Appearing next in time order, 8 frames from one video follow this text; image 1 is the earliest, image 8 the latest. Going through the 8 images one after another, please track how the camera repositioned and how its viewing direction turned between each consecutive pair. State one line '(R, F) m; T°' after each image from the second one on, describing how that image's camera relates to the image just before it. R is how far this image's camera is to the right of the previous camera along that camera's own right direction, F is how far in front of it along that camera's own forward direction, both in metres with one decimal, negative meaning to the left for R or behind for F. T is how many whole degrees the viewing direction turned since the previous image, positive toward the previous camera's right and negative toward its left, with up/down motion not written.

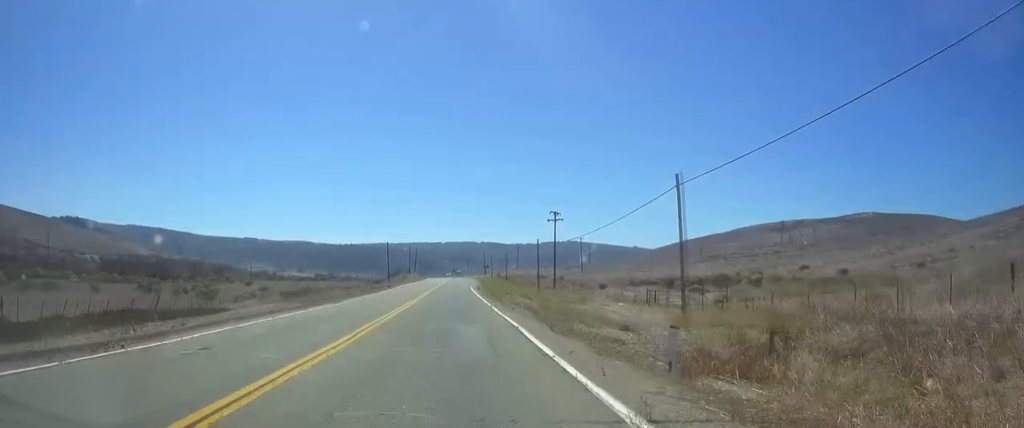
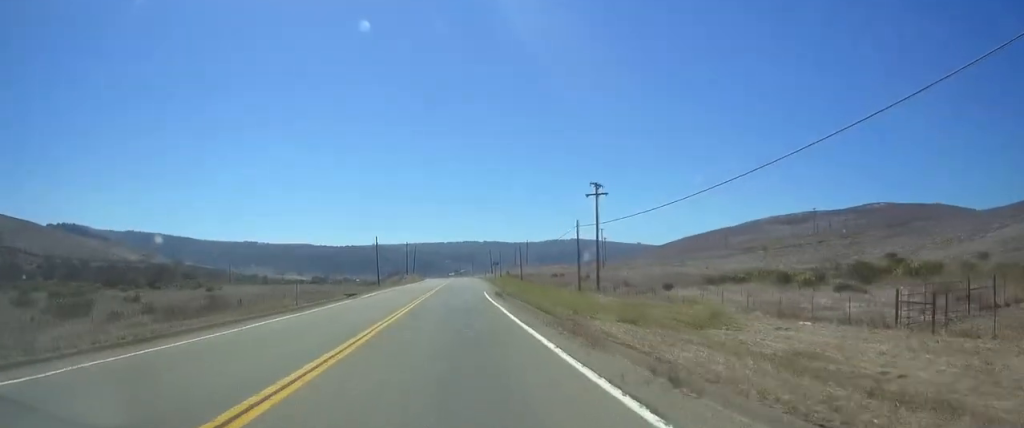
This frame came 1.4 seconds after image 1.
(+0.5, +30.0) m; +1°
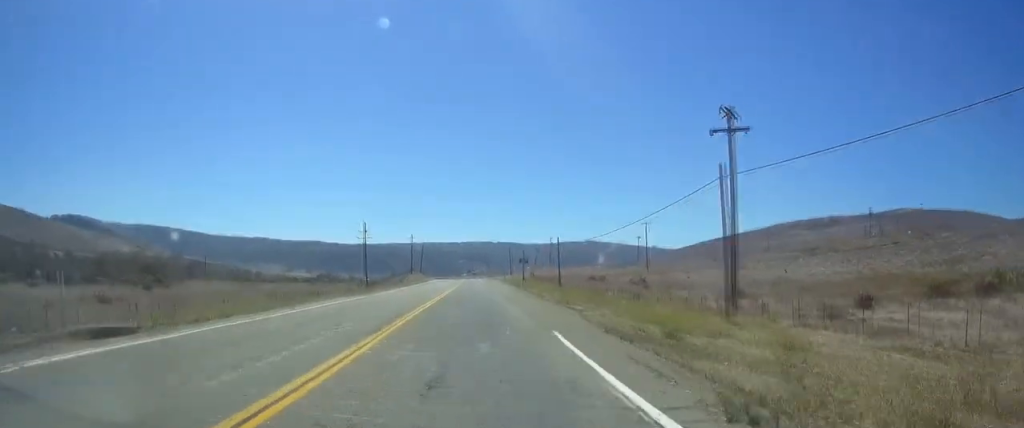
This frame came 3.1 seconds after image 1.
(0.0, +36.0) m; 0°
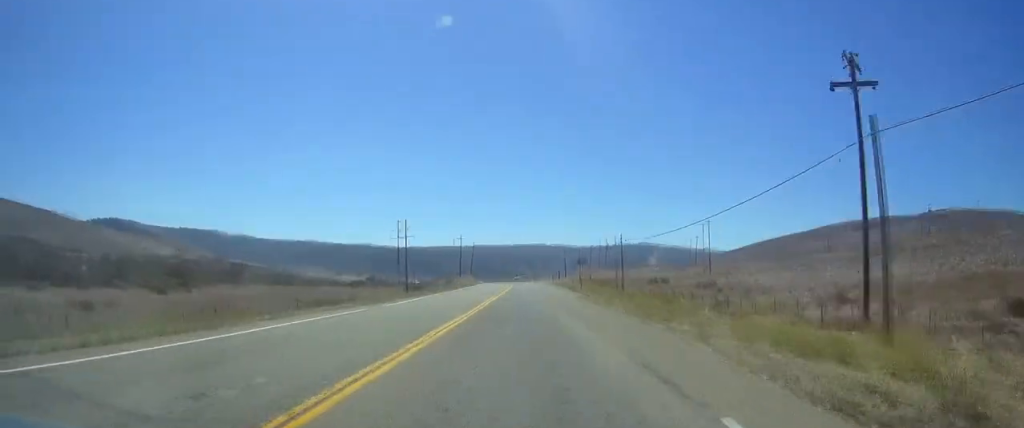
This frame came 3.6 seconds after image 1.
(+0.1, +10.8) m; 0°
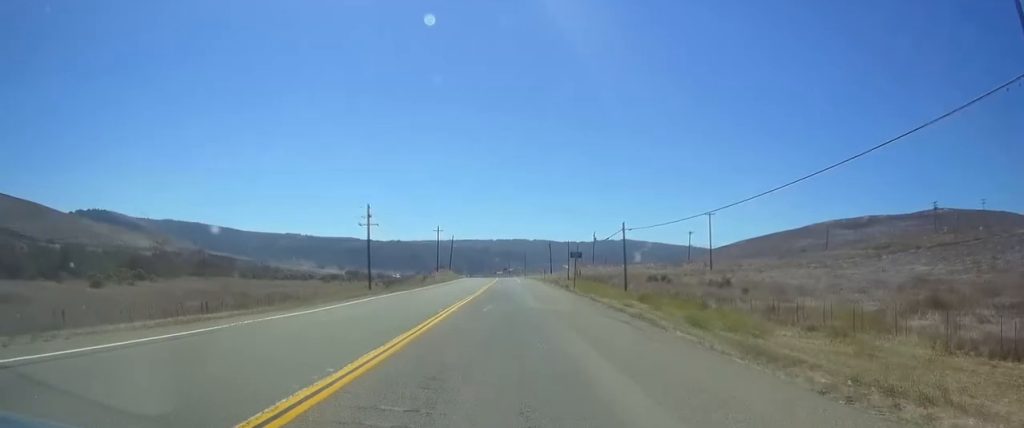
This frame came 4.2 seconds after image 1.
(0.0, +14.4) m; 0°
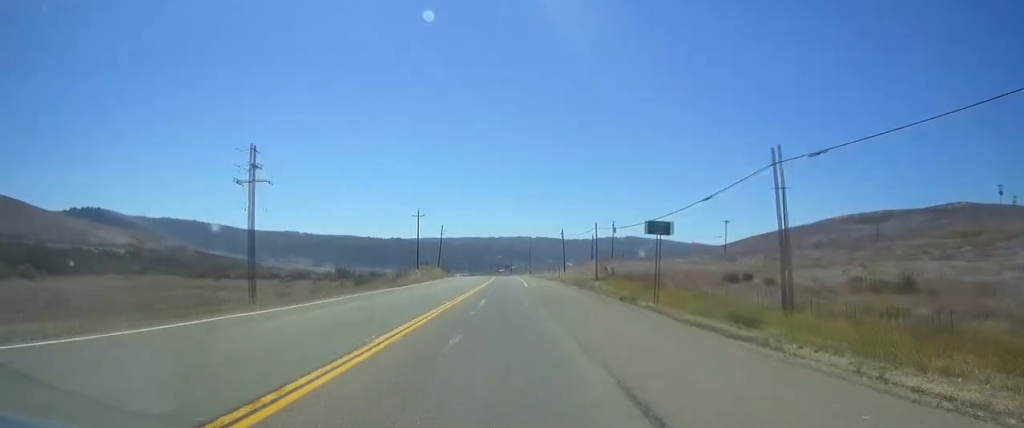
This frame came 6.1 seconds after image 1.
(-0.1, +40.4) m; 0°
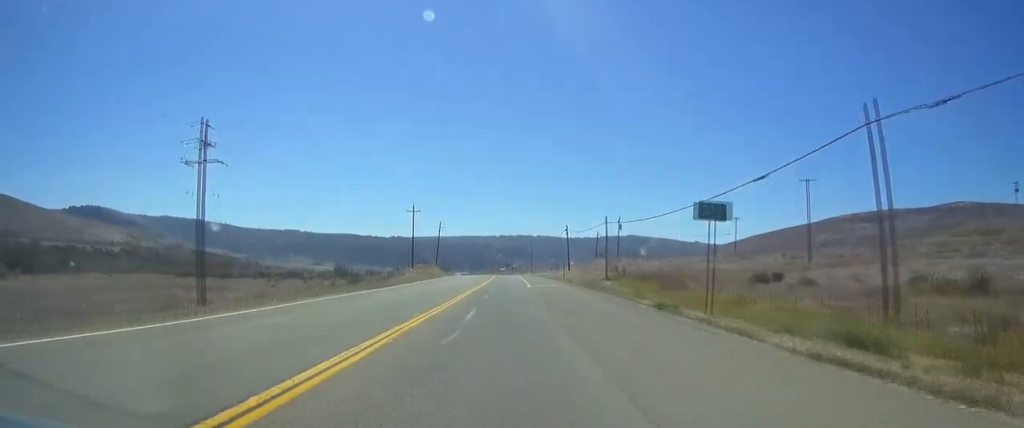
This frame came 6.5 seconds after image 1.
(+0.1, +8.3) m; 0°
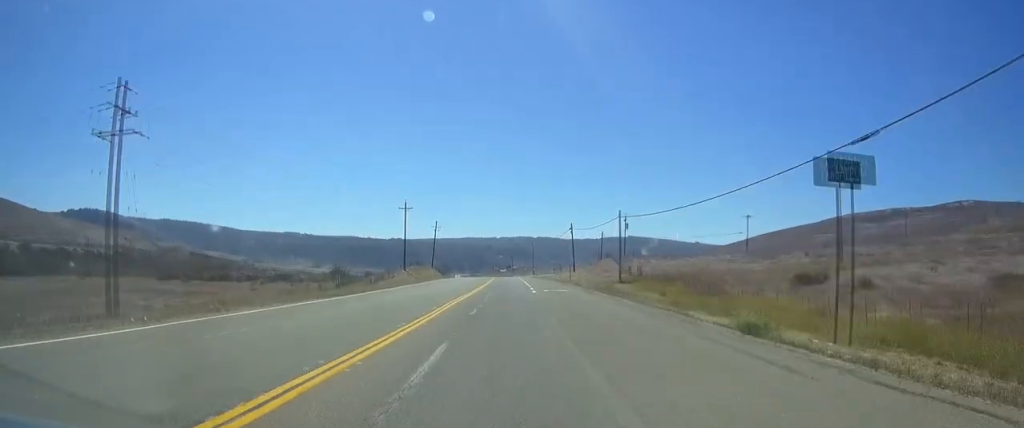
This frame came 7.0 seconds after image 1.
(+0.1, +9.6) m; 0°
